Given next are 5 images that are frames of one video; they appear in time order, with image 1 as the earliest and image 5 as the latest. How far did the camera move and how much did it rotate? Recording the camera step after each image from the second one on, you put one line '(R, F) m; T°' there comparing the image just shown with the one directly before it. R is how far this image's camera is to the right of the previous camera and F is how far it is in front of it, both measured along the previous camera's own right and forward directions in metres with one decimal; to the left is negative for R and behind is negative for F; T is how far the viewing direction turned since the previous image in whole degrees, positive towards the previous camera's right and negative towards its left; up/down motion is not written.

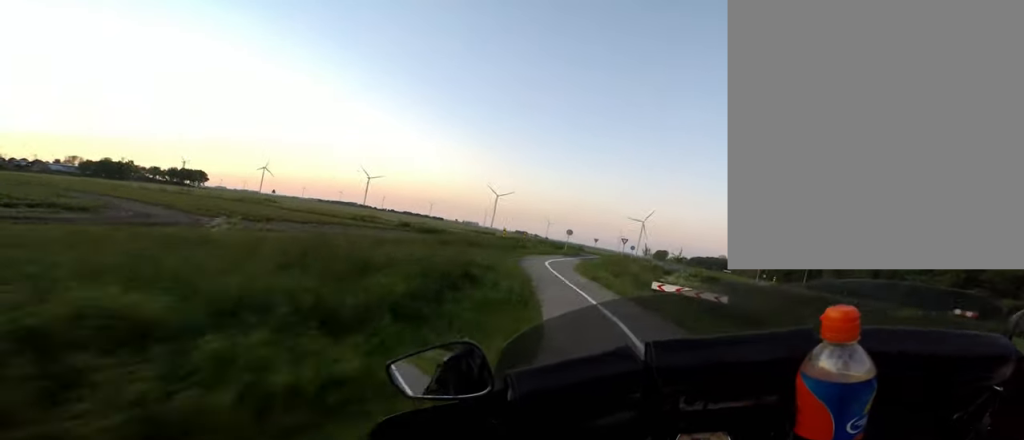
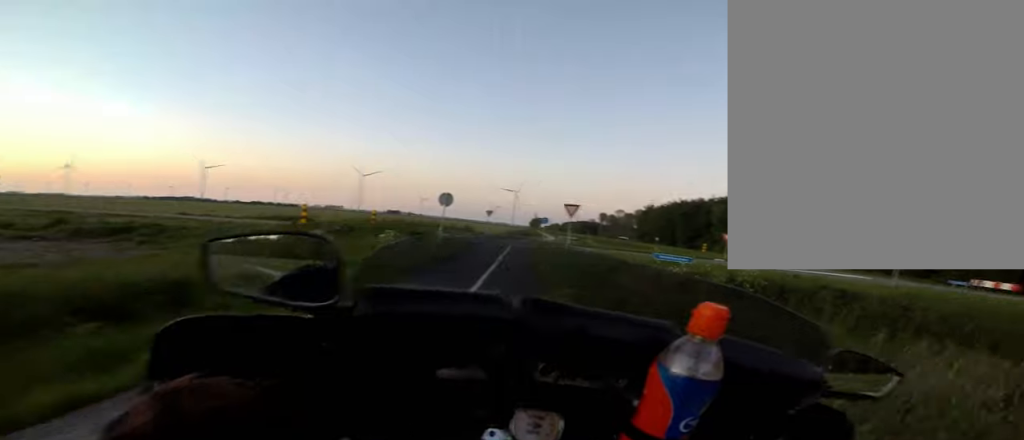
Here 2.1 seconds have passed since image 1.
(+1.5, +17.6) m; +4°
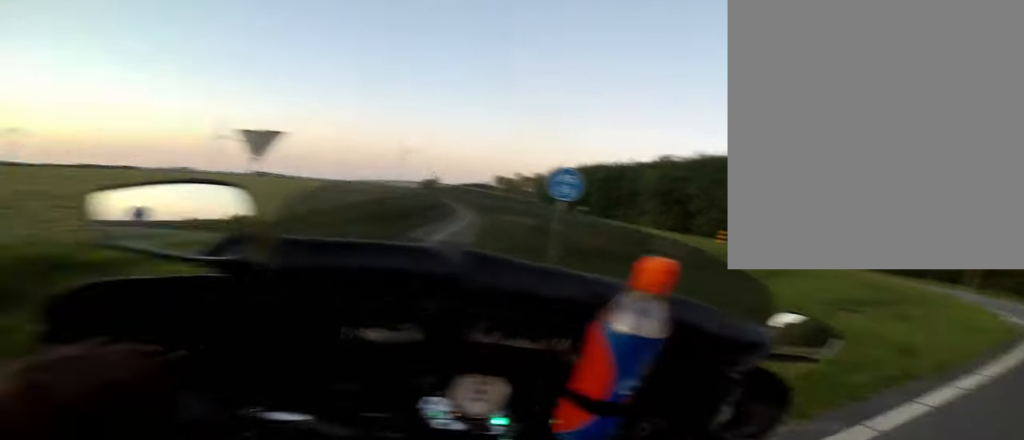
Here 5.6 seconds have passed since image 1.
(+2.5, +23.2) m; +14°
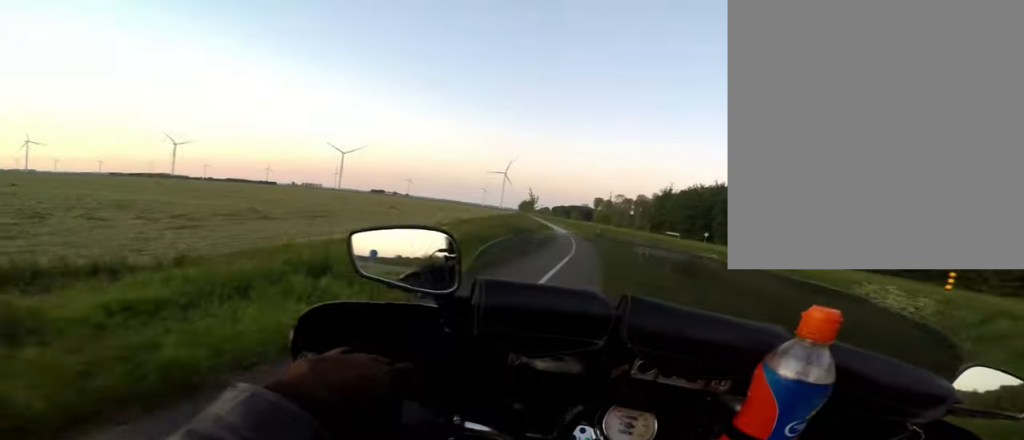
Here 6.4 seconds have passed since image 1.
(-0.1, +7.0) m; 0°
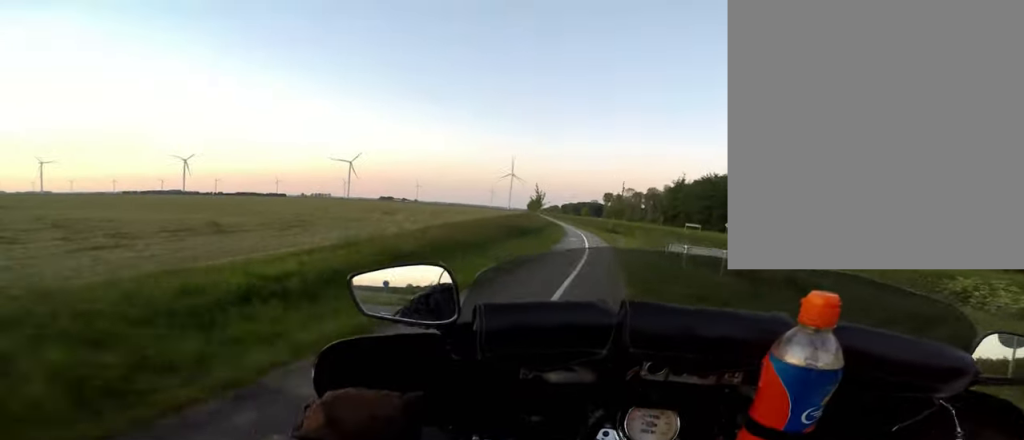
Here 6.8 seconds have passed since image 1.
(-0.2, +4.0) m; +3°
